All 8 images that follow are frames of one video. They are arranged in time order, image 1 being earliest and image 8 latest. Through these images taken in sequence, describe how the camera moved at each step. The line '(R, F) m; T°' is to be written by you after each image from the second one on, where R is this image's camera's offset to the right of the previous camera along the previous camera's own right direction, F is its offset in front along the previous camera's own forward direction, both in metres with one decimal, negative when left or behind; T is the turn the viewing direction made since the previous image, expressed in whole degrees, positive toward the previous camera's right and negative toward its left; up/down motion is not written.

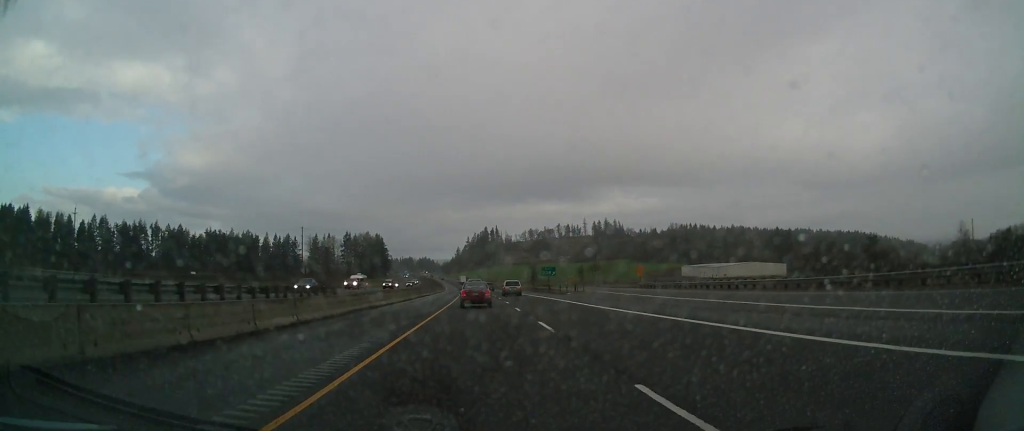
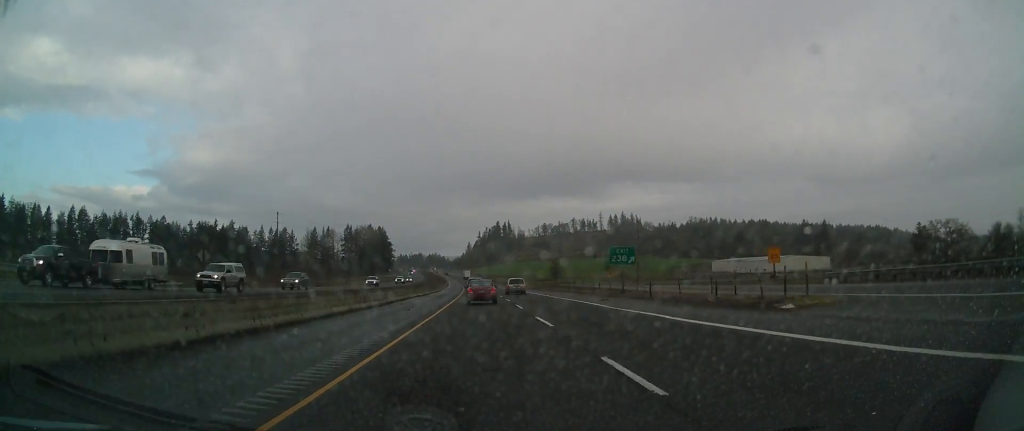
(+0.1, +45.7) m; 0°
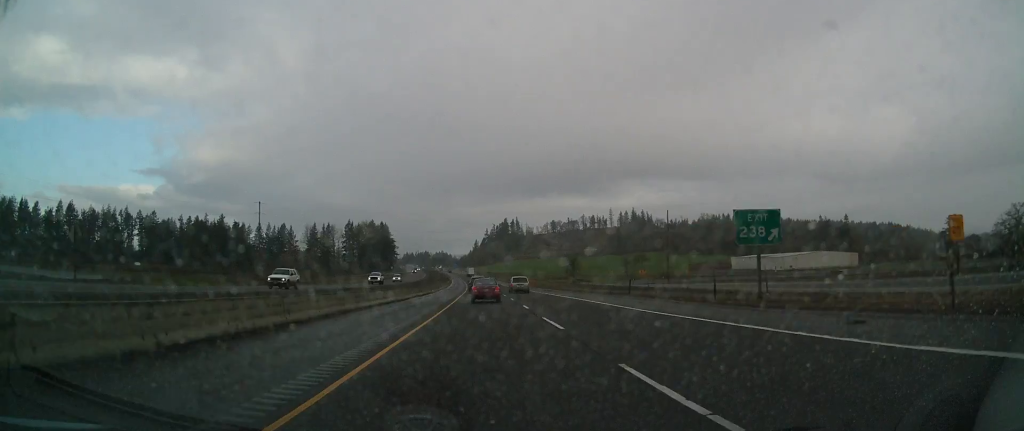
(-0.2, +25.1) m; 0°
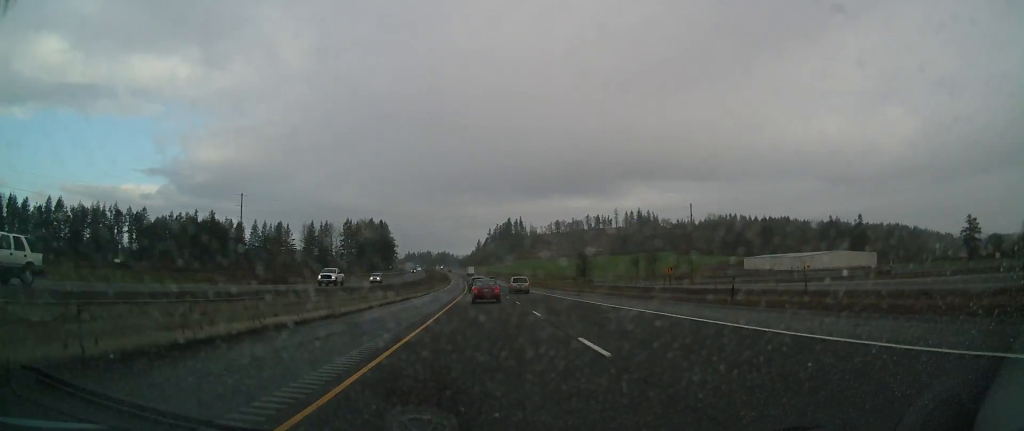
(0.0, +17.6) m; 0°
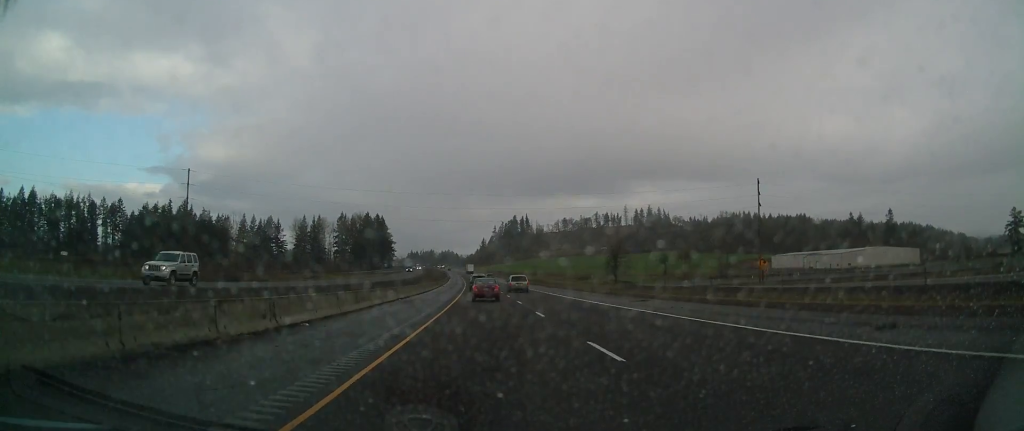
(0.0, +37.4) m; -1°
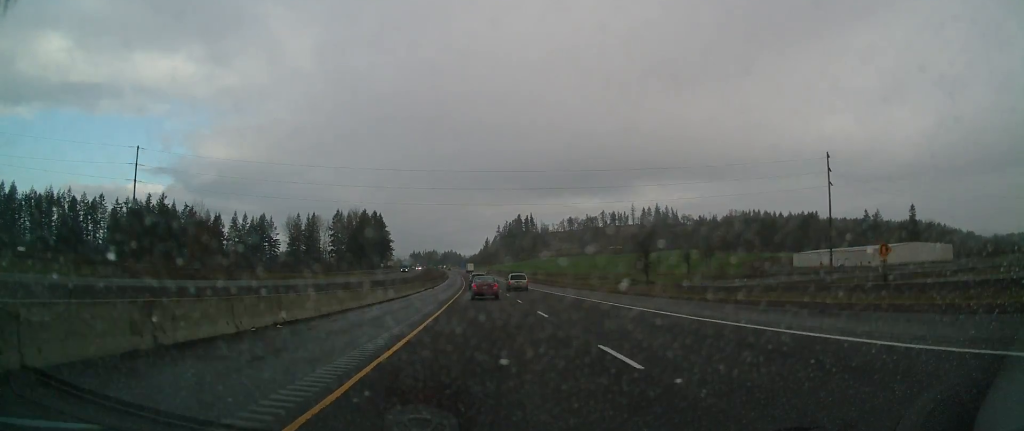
(-0.2, +25.4) m; -1°
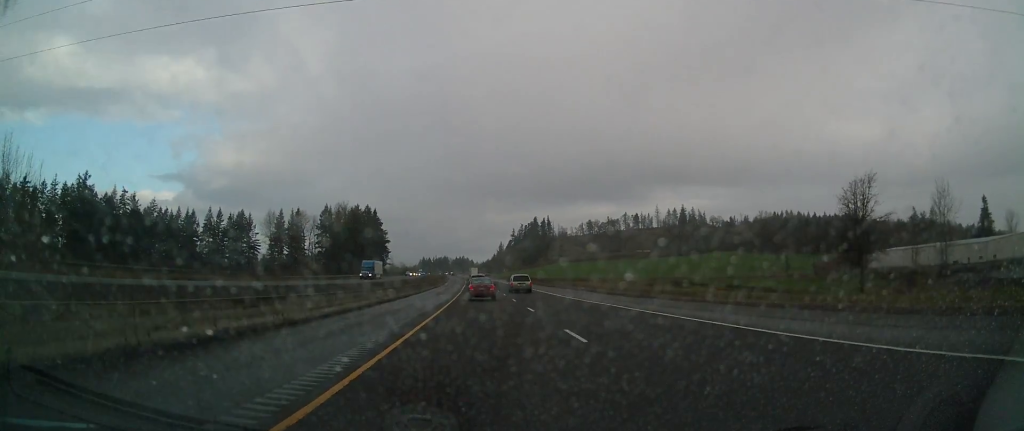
(-0.7, +69.0) m; -1°
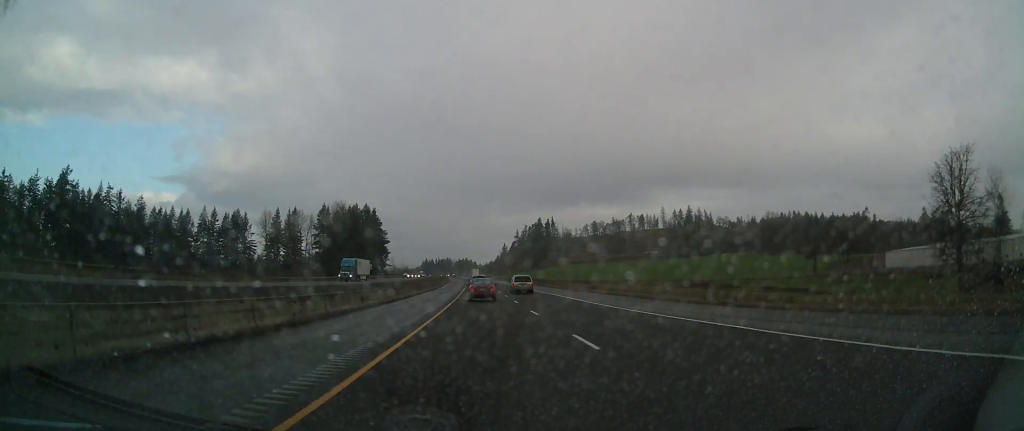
(-0.1, +13.5) m; 0°
